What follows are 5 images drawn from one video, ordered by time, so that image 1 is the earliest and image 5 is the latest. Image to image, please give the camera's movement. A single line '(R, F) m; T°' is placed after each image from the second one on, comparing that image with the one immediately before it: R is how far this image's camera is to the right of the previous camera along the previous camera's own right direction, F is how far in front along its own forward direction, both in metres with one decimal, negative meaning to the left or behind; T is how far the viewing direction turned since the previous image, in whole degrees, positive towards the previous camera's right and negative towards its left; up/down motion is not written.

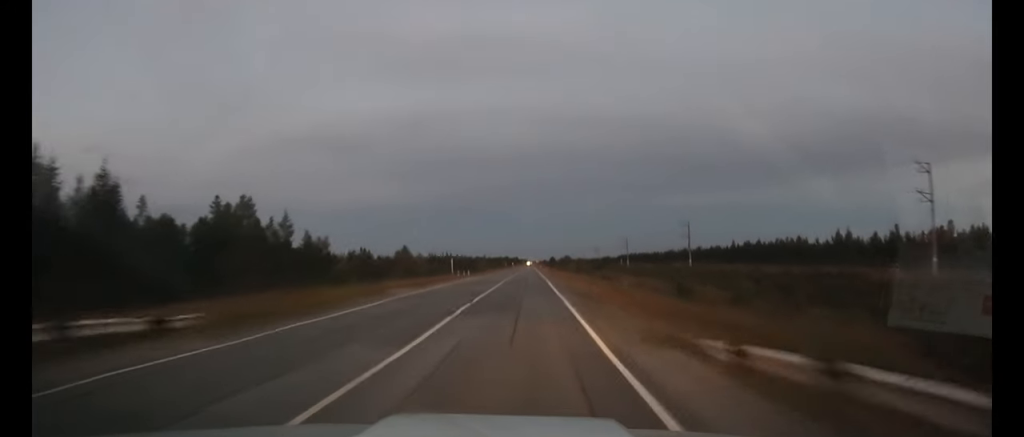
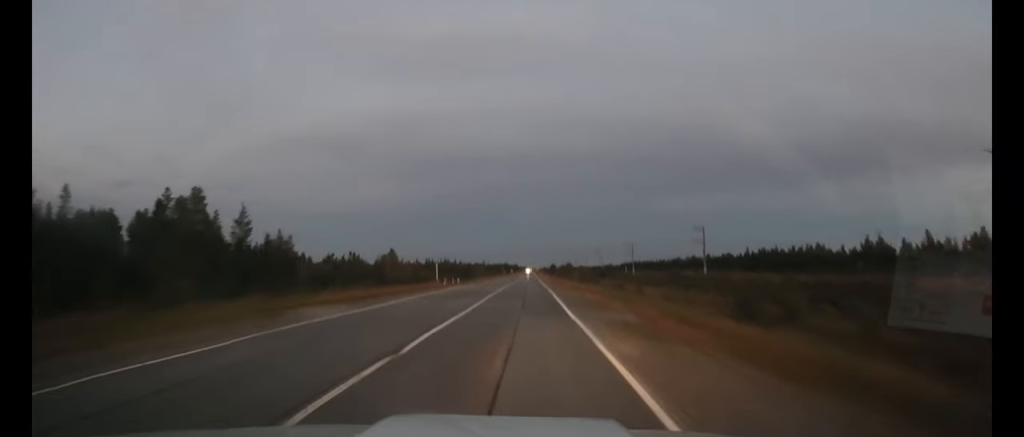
(0.0, +12.0) m; 0°
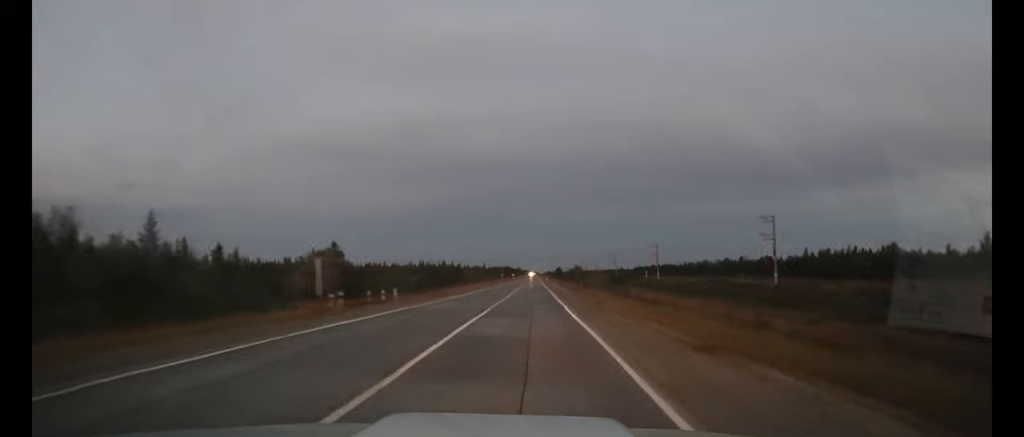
(-0.1, +35.6) m; 0°
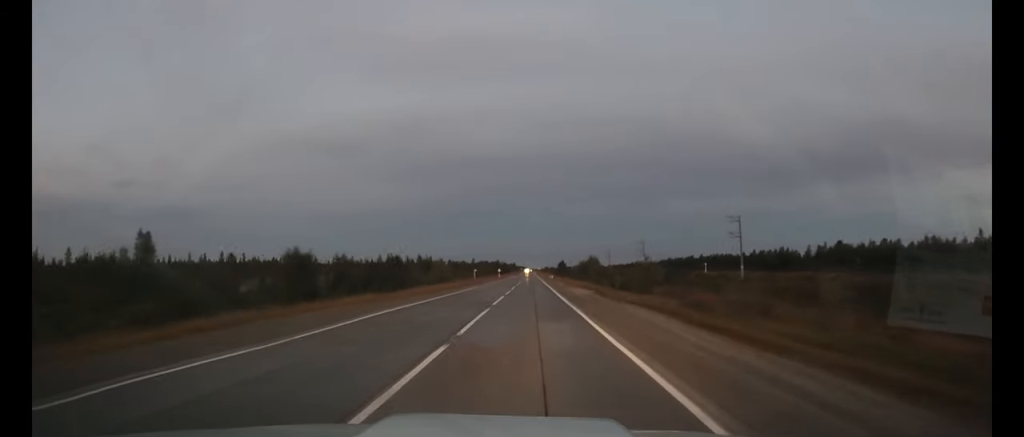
(+0.1, +73.6) m; 0°
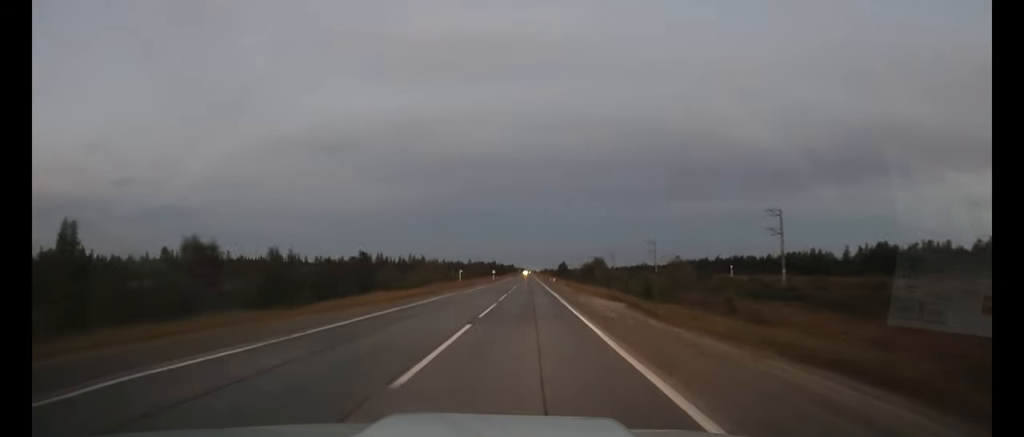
(0.0, +18.4) m; 0°
